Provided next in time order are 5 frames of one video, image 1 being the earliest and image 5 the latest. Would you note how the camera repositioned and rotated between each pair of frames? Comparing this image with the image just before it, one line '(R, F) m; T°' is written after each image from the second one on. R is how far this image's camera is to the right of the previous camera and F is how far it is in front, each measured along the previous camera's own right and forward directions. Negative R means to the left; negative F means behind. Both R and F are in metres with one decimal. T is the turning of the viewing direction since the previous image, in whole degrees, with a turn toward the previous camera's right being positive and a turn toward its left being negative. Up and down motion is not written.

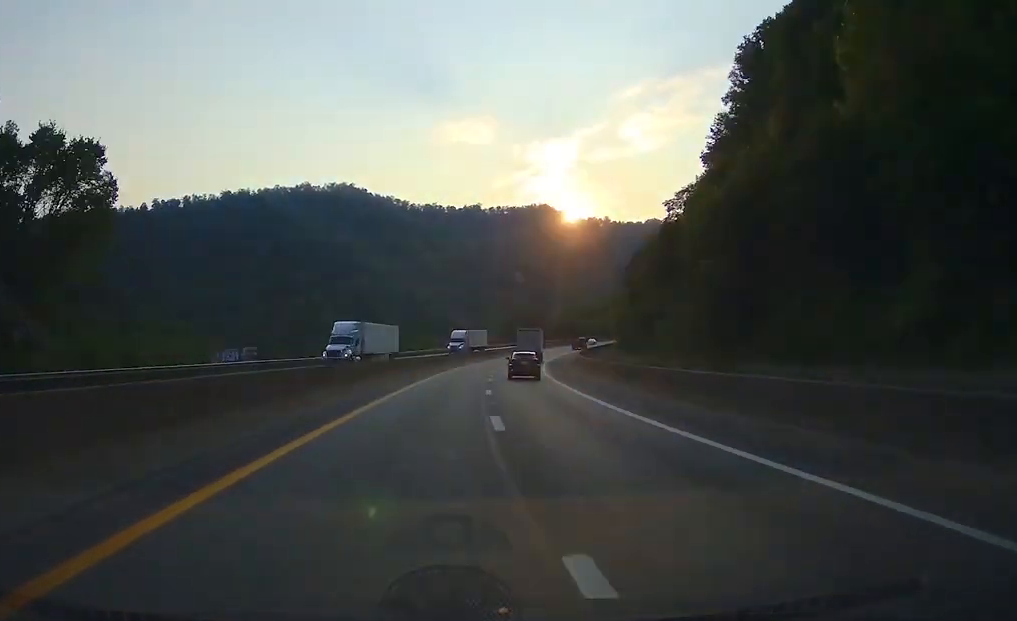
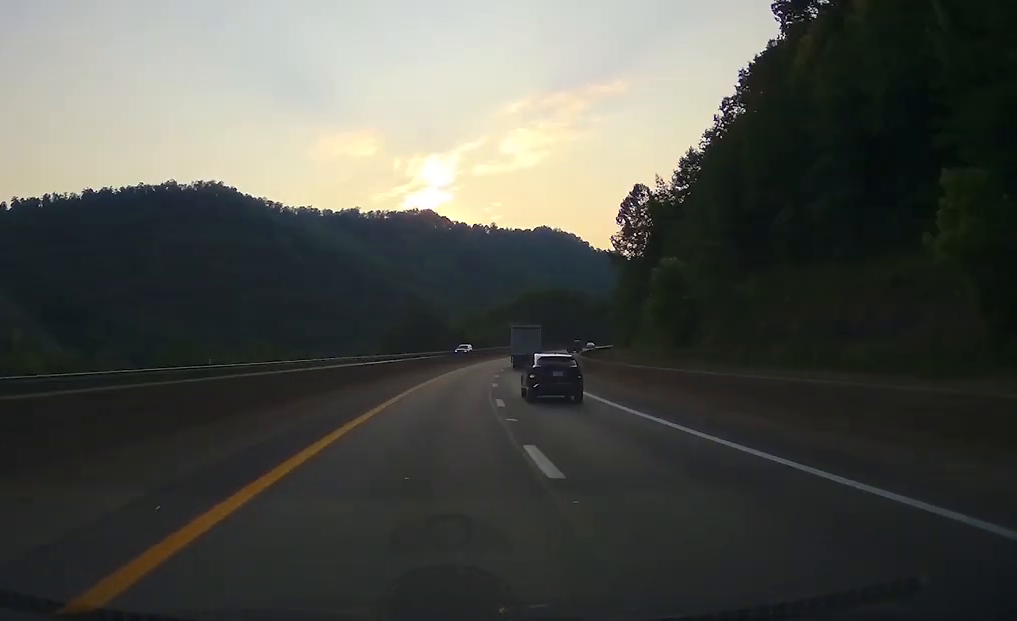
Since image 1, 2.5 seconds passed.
(+6.9, +83.1) m; +10°
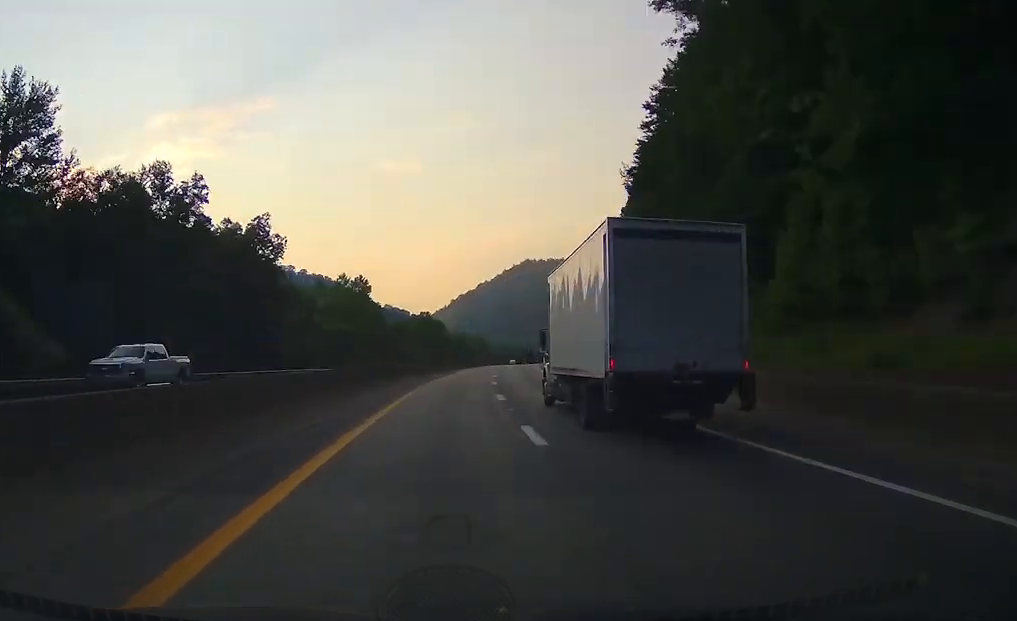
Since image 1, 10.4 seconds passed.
(+62.7, +226.2) m; +27°
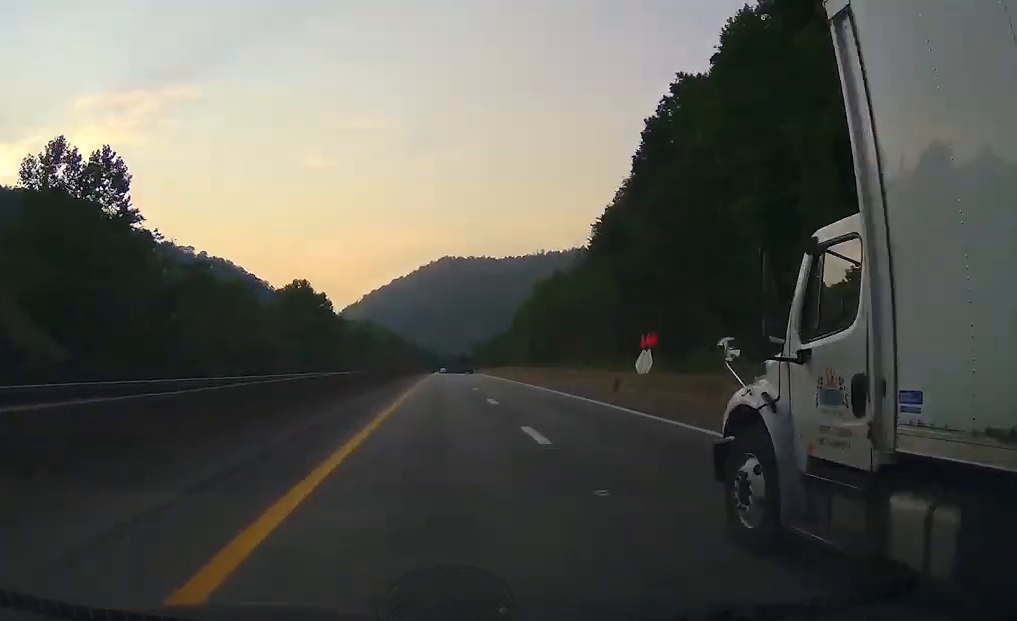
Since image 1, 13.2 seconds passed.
(+4.3, +72.6) m; +4°
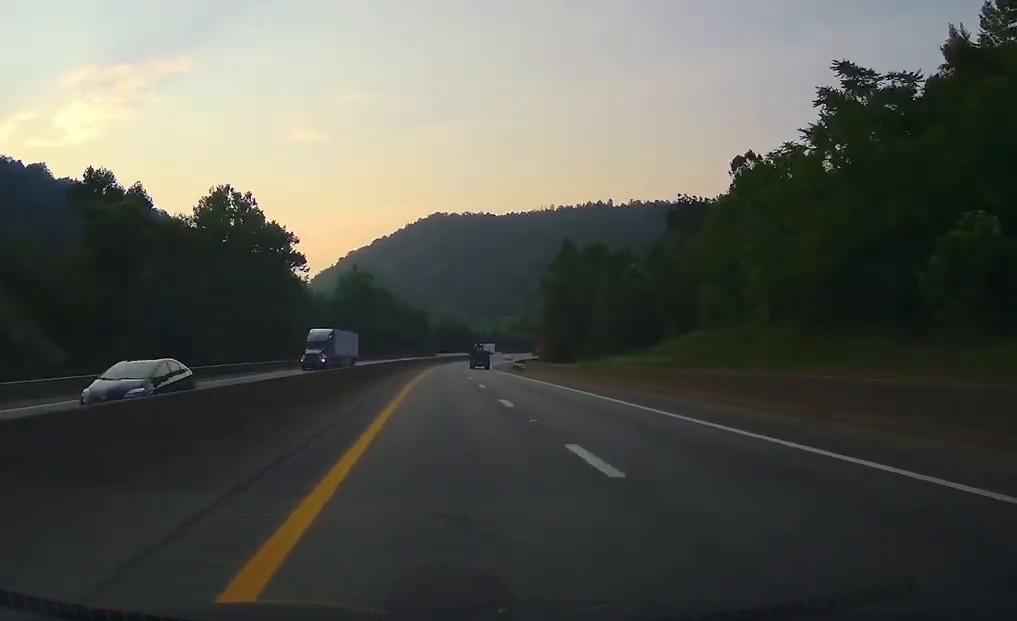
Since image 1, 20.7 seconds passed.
(+12.6, +253.5) m; +6°
